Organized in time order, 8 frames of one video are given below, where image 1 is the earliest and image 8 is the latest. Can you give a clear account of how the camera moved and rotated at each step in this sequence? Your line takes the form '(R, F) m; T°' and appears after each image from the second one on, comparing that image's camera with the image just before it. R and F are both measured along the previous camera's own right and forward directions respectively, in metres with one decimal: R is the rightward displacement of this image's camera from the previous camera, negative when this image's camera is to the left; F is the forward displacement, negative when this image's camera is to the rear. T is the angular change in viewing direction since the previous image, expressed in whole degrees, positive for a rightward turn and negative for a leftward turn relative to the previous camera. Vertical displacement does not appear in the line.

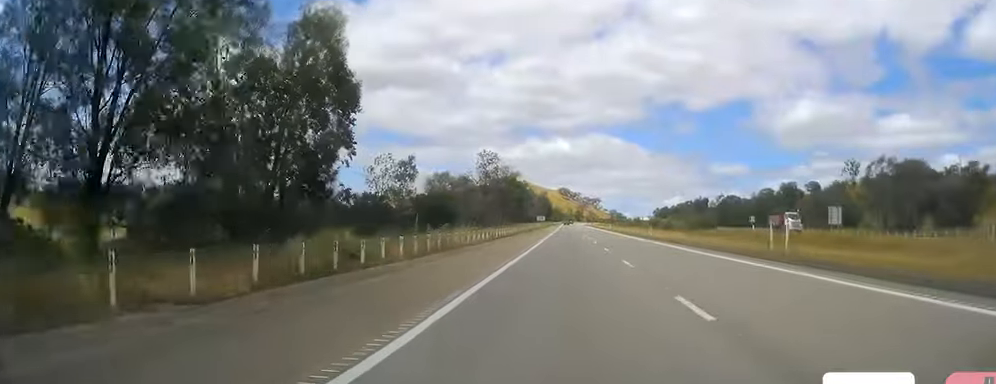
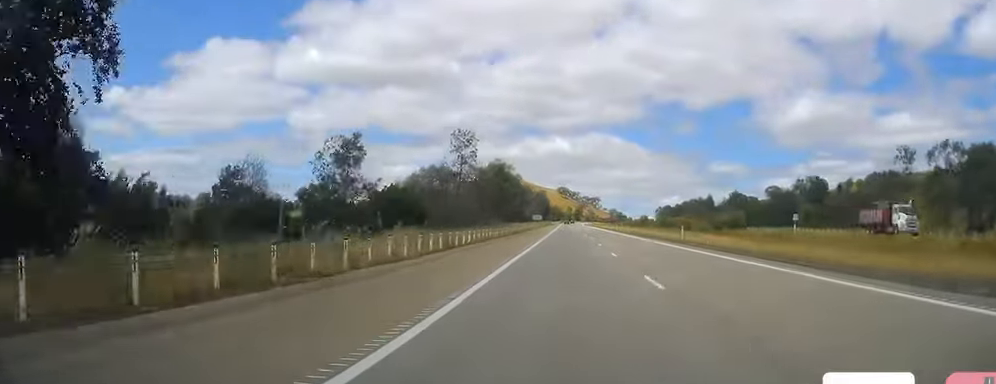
(-0.3, +19.2) m; 0°
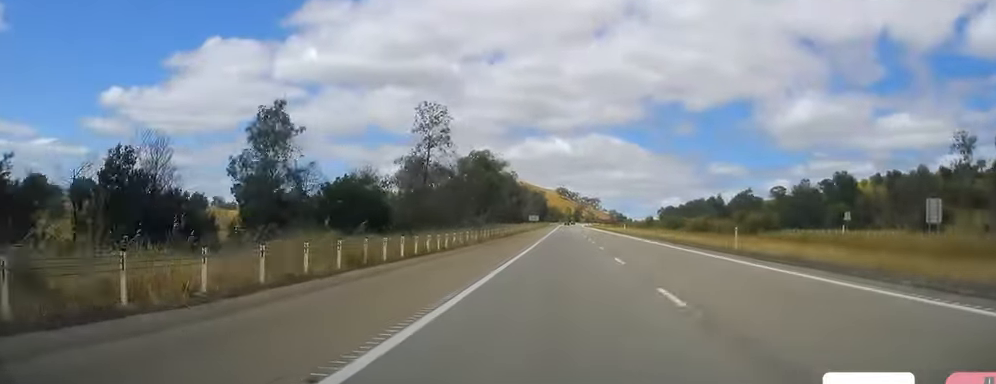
(+0.2, +15.3) m; 0°
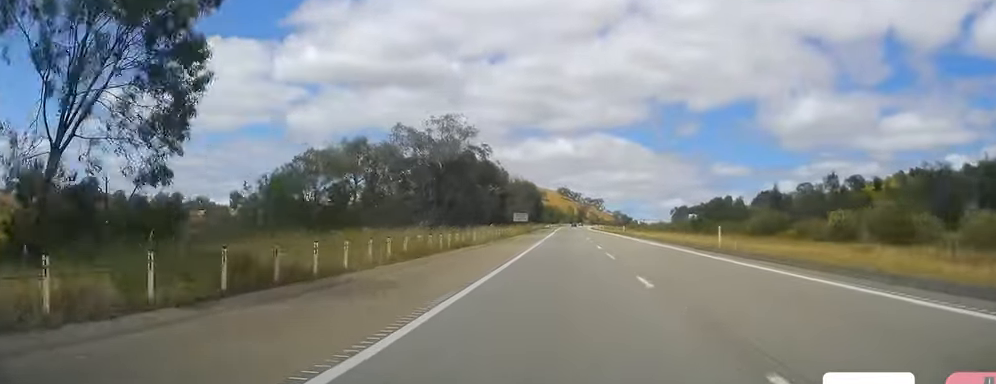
(+0.1, +56.5) m; 0°
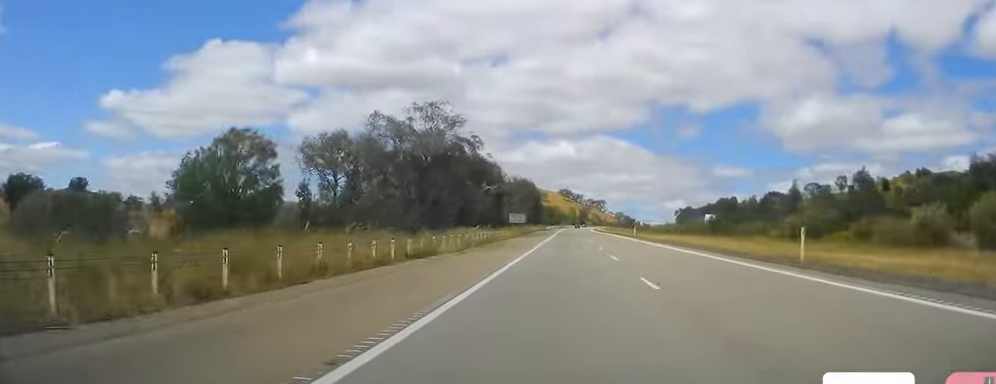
(0.0, +12.5) m; 0°
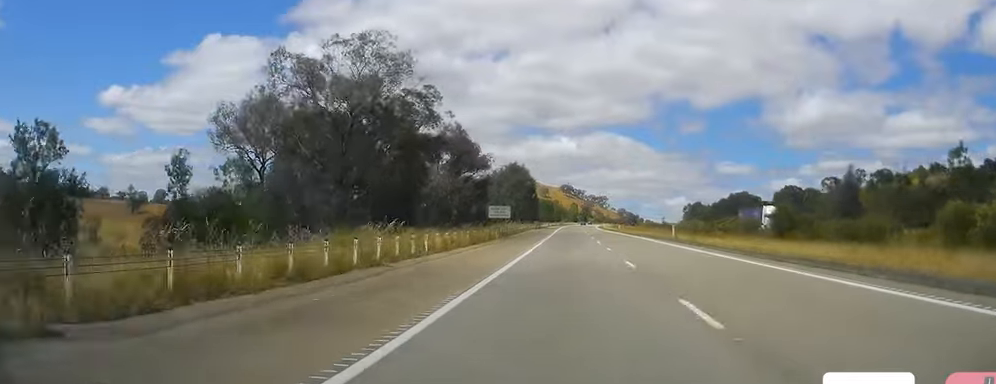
(0.0, +29.8) m; 0°
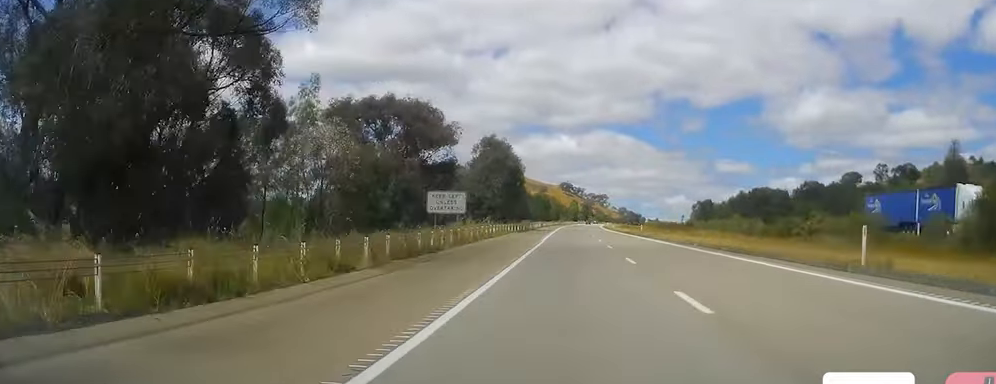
(-0.1, +34.5) m; 0°
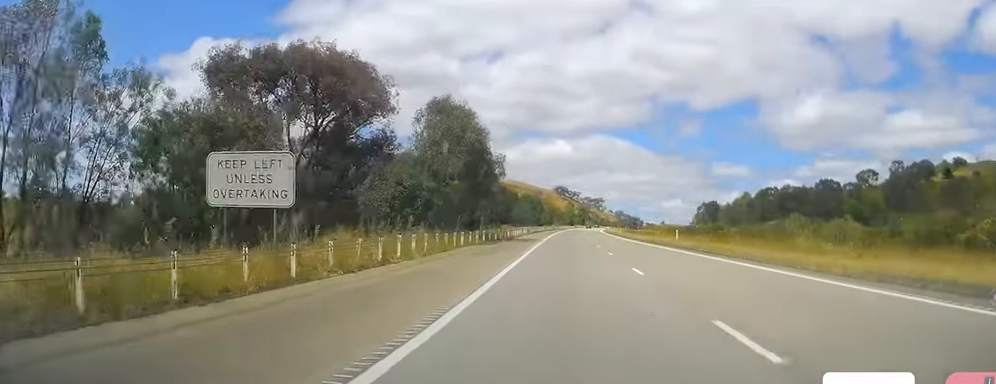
(+0.1, +27.8) m; 0°
